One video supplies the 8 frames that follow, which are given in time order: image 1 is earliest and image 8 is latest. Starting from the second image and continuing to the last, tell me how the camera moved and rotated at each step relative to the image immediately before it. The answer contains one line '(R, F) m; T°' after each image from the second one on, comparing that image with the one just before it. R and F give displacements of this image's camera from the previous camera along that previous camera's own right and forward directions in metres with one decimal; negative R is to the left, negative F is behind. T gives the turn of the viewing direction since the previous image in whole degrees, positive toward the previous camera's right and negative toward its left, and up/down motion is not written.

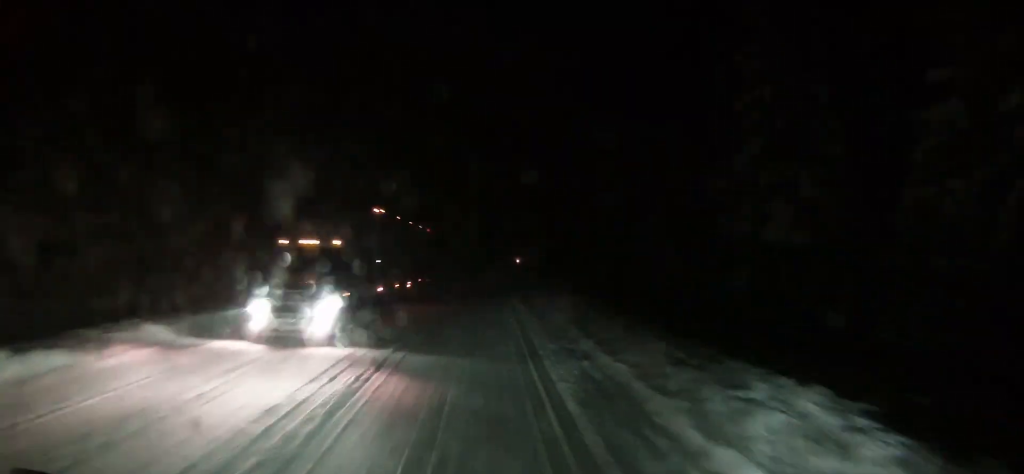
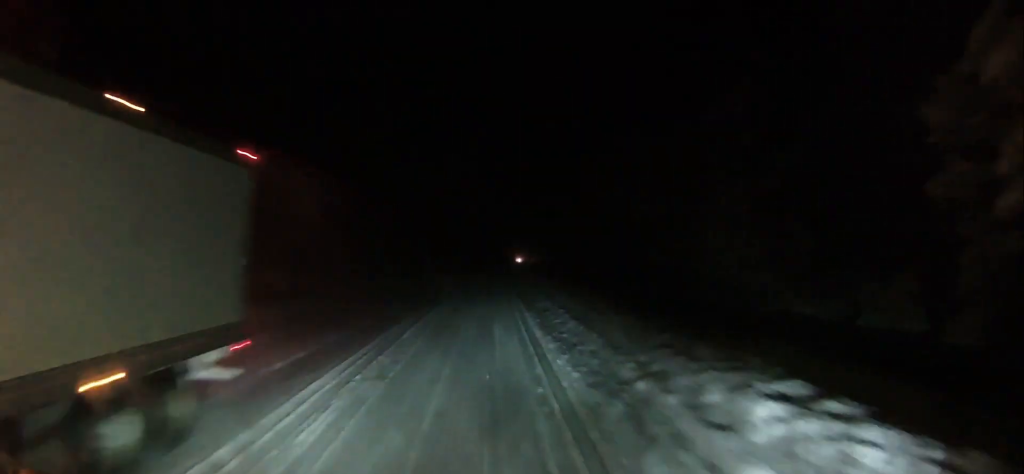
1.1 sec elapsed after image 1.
(-0.3, +14.0) m; -1°
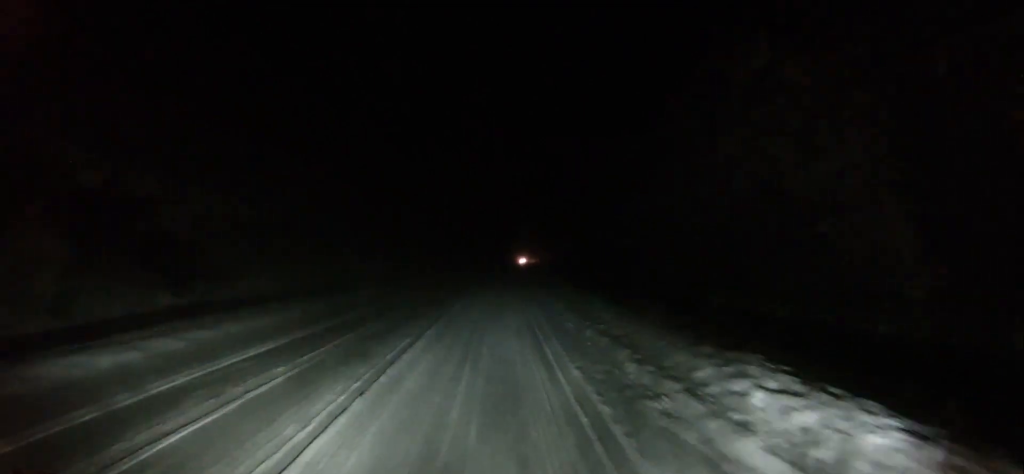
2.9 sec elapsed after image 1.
(+0.6, +21.8) m; +2°
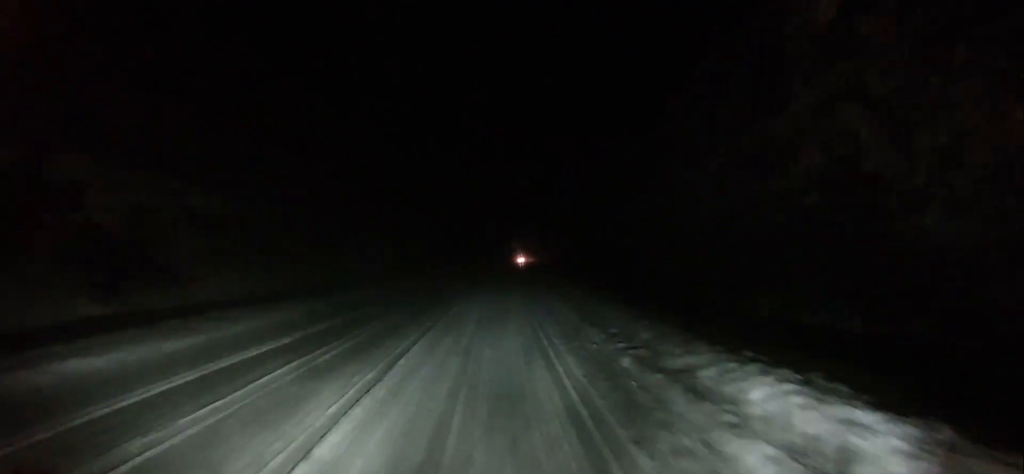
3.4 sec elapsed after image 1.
(0.0, +5.8) m; -1°
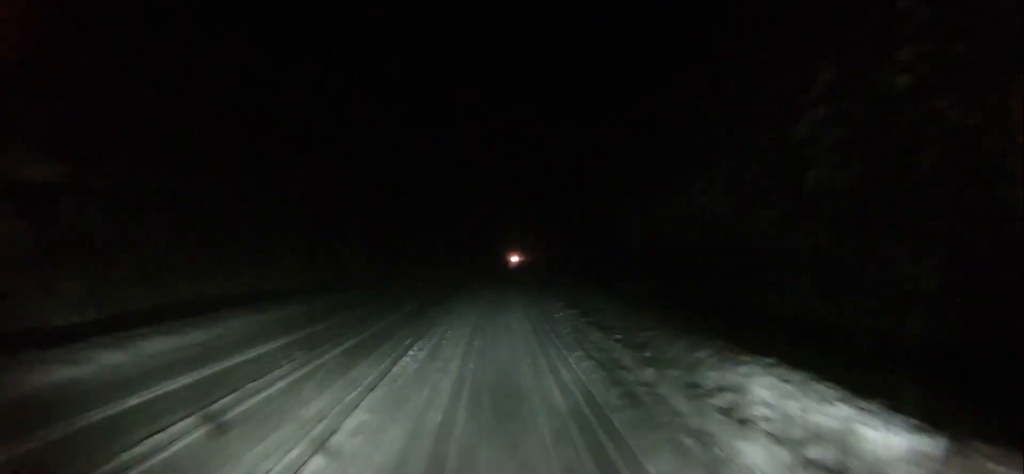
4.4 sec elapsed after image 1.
(-0.1, +13.1) m; 0°
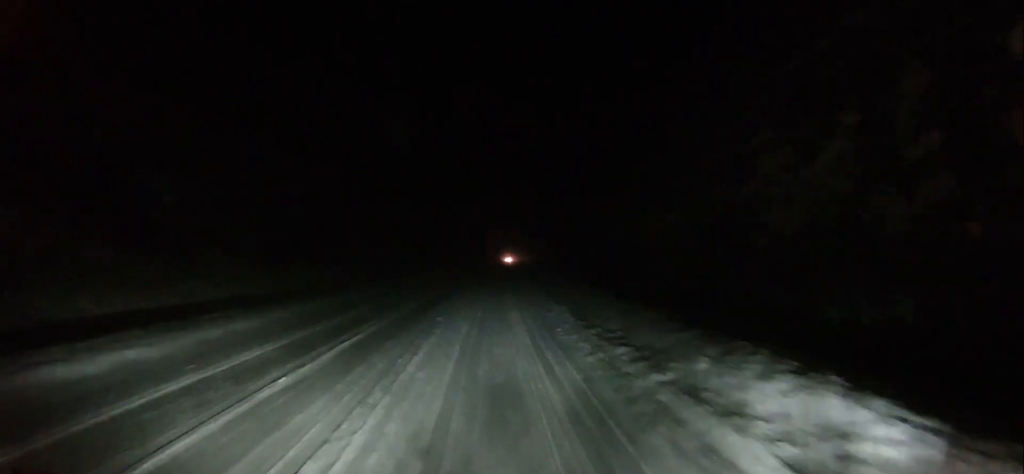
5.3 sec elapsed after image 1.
(0.0, +10.9) m; +1°
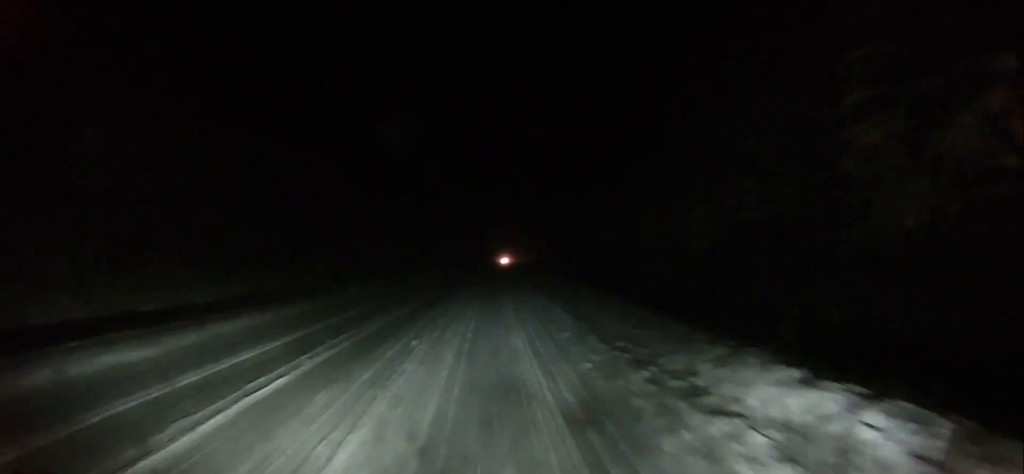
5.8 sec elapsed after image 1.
(+0.1, +7.1) m; +1°
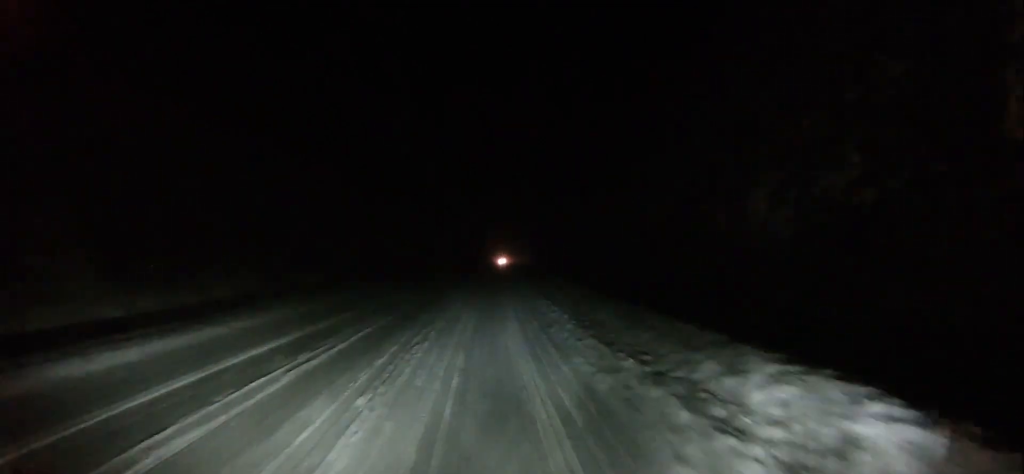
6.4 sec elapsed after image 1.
(0.0, +7.5) m; +1°
